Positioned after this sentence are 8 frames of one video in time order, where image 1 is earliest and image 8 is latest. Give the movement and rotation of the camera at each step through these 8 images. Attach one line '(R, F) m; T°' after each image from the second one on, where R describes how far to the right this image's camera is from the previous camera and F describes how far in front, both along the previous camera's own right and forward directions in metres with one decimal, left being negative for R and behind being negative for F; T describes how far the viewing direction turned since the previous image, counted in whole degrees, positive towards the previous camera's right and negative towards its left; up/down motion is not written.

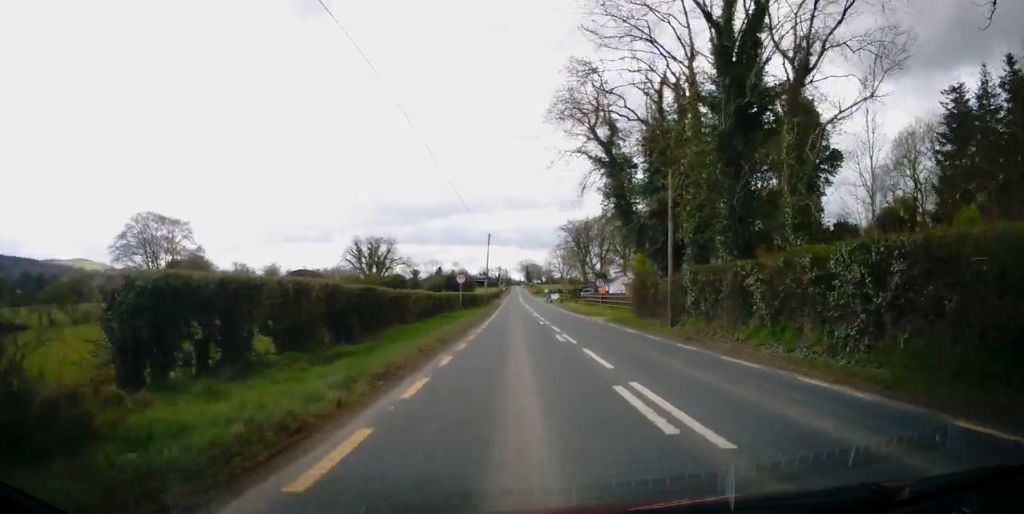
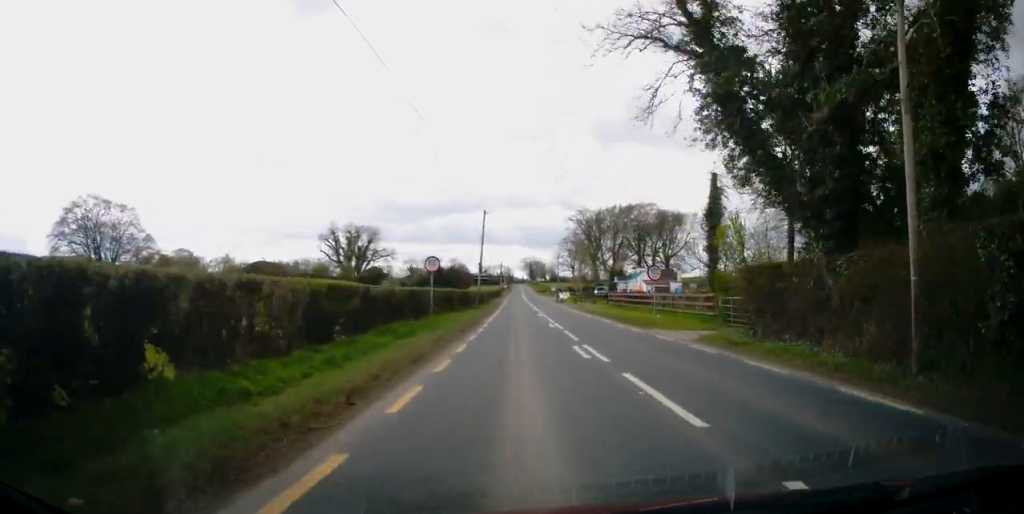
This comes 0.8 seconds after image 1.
(0.0, +17.0) m; 0°
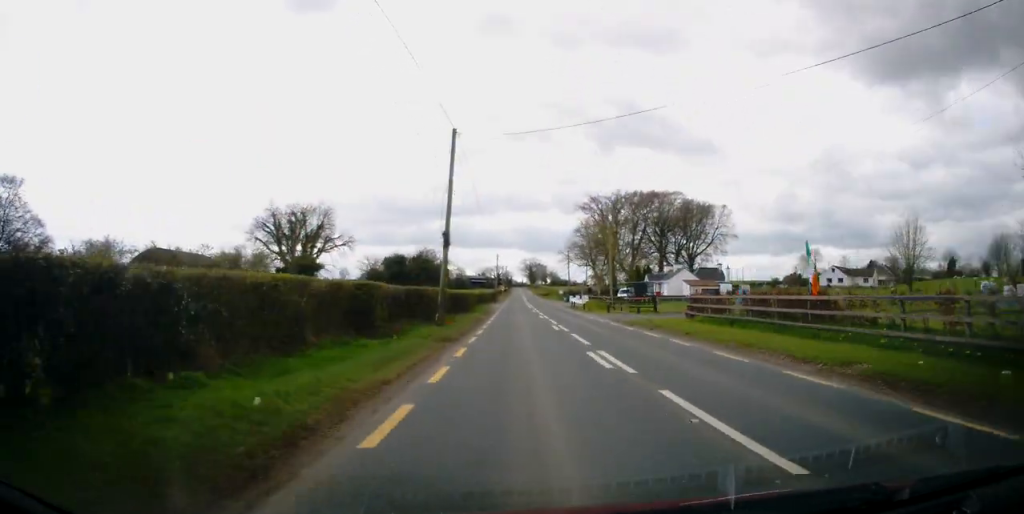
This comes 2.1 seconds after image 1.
(-0.2, +25.7) m; 0°
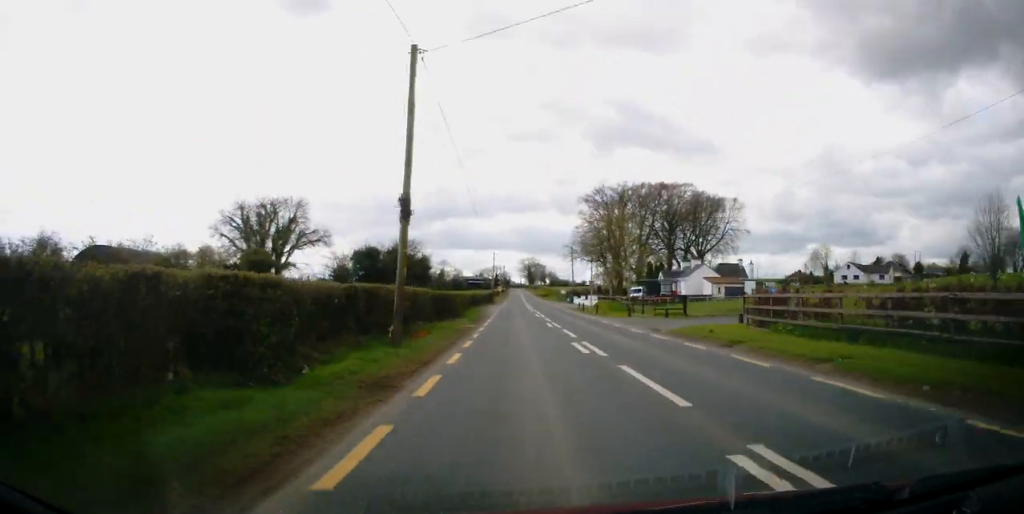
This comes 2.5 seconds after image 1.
(-0.2, +9.1) m; 0°
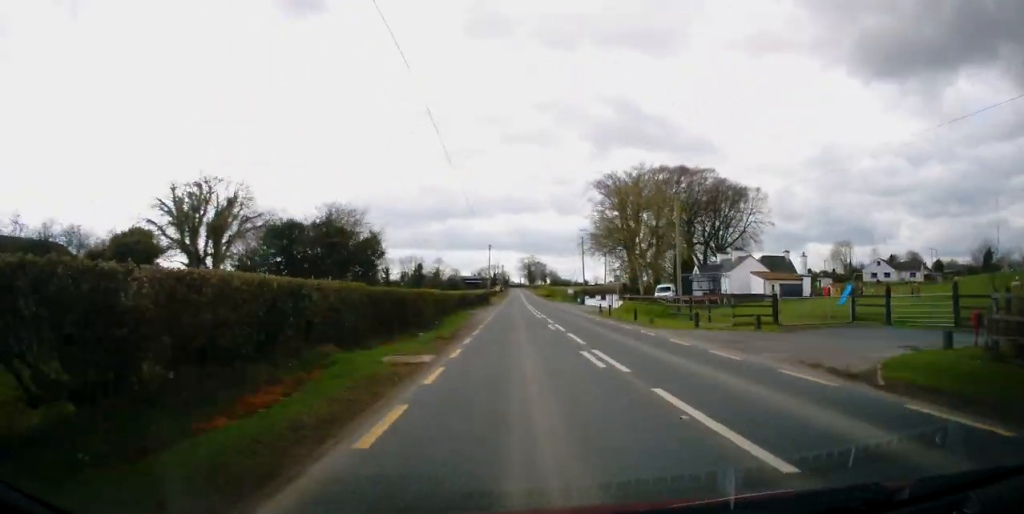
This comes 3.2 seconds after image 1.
(+0.3, +15.0) m; 0°
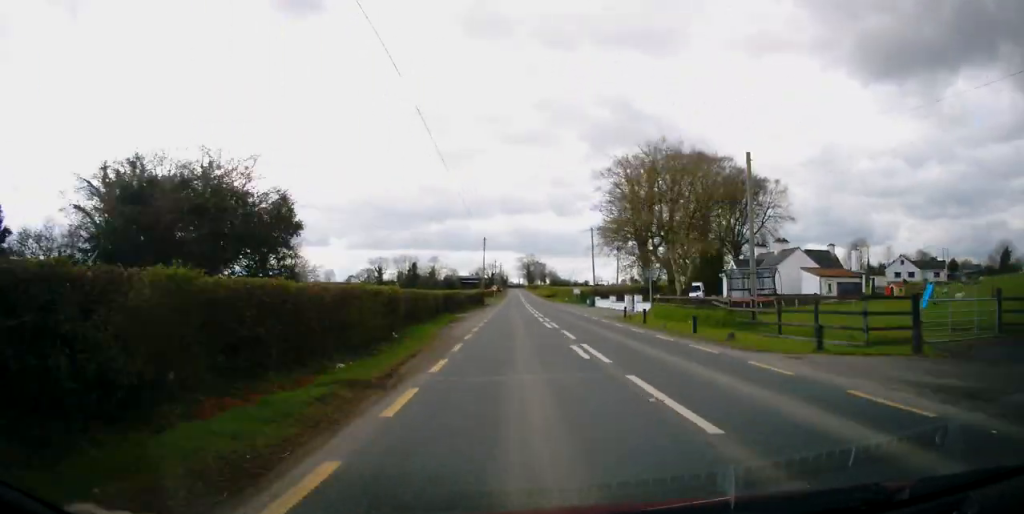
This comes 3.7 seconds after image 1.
(0.0, +10.7) m; 0°
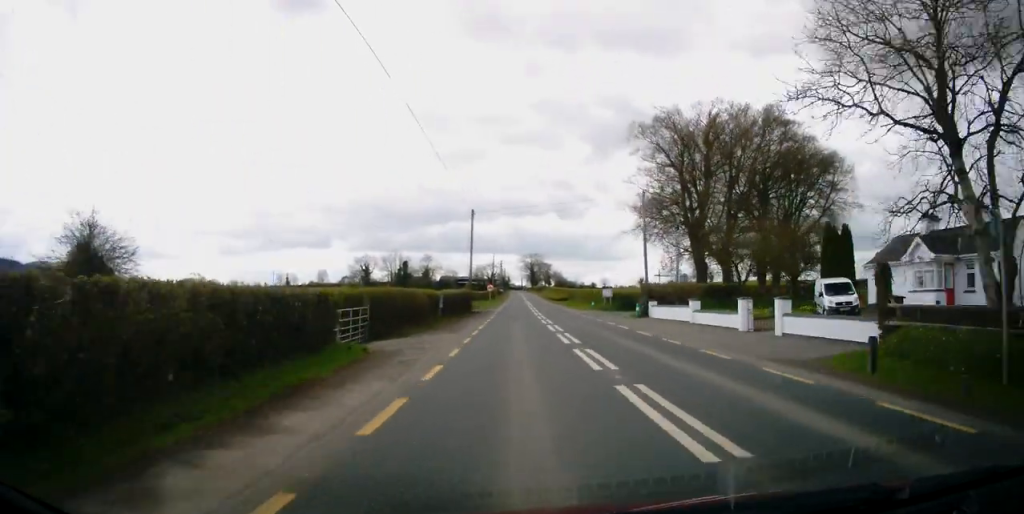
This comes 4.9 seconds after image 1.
(0.0, +24.6) m; 0°
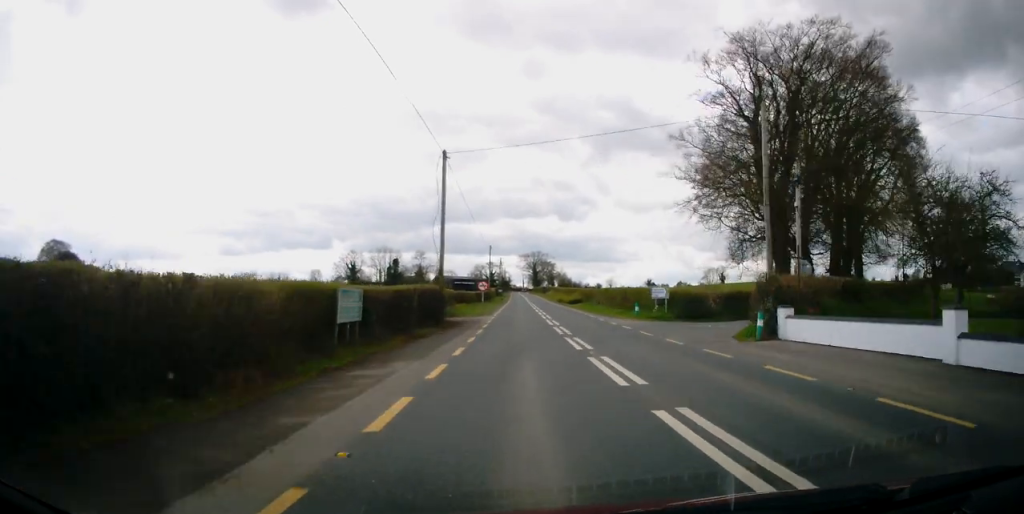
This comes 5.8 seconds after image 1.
(+0.1, +19.5) m; 0°
